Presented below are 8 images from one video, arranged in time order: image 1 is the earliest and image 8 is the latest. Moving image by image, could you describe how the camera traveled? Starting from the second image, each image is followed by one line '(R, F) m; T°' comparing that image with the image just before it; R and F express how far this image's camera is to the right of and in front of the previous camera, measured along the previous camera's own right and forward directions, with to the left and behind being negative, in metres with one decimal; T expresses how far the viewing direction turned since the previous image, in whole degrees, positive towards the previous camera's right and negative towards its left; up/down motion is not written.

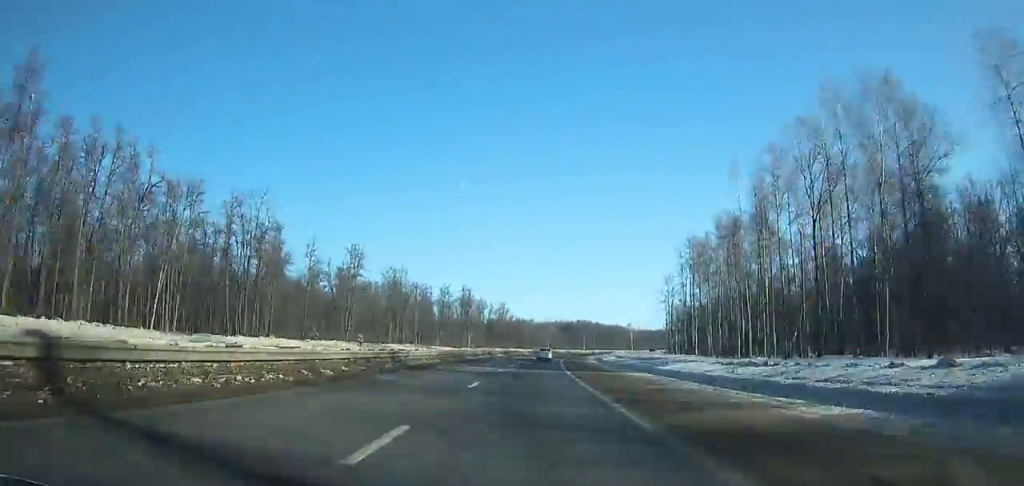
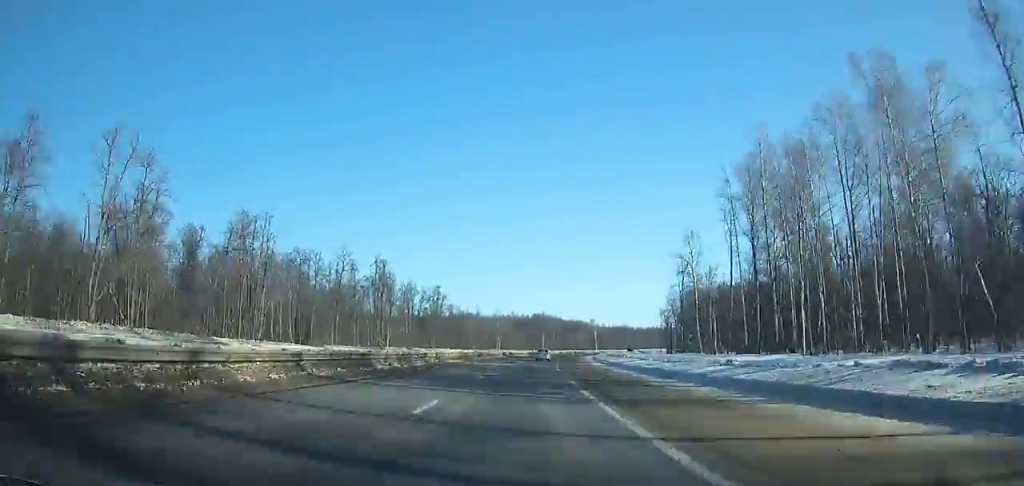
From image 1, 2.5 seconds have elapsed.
(+2.4, +67.1) m; +4°
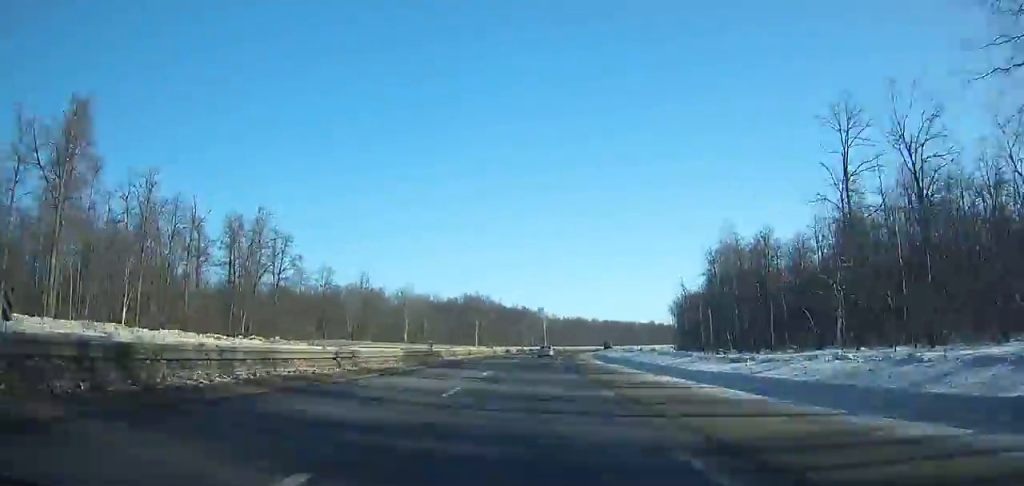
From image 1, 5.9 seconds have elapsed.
(+4.6, +91.0) m; +6°
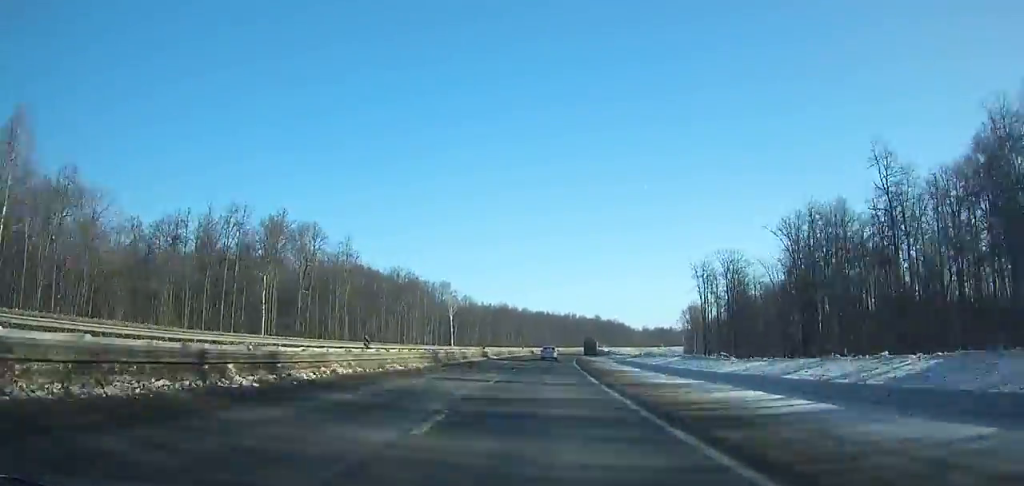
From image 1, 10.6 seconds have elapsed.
(+9.3, +124.2) m; +9°
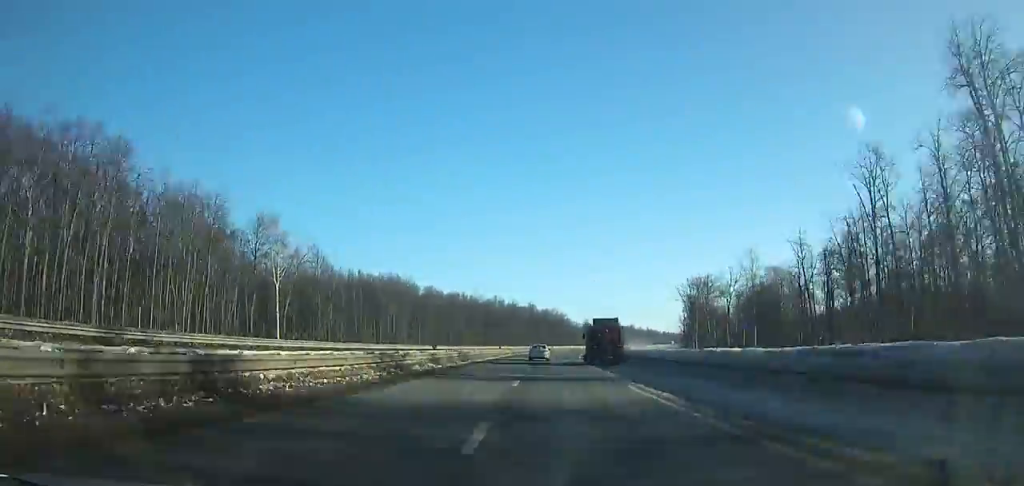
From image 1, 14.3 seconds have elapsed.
(+6.3, +96.1) m; +8°
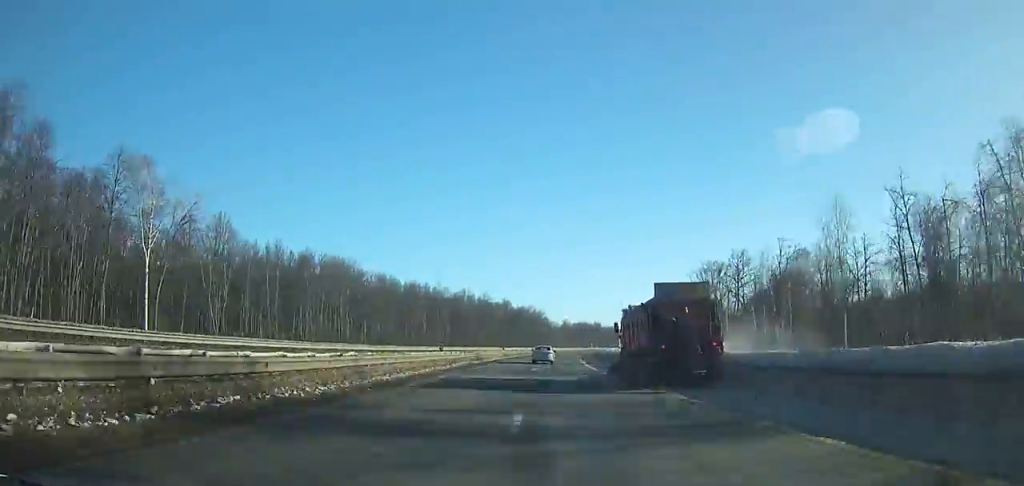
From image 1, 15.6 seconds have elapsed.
(-0.3, +33.7) m; +3°
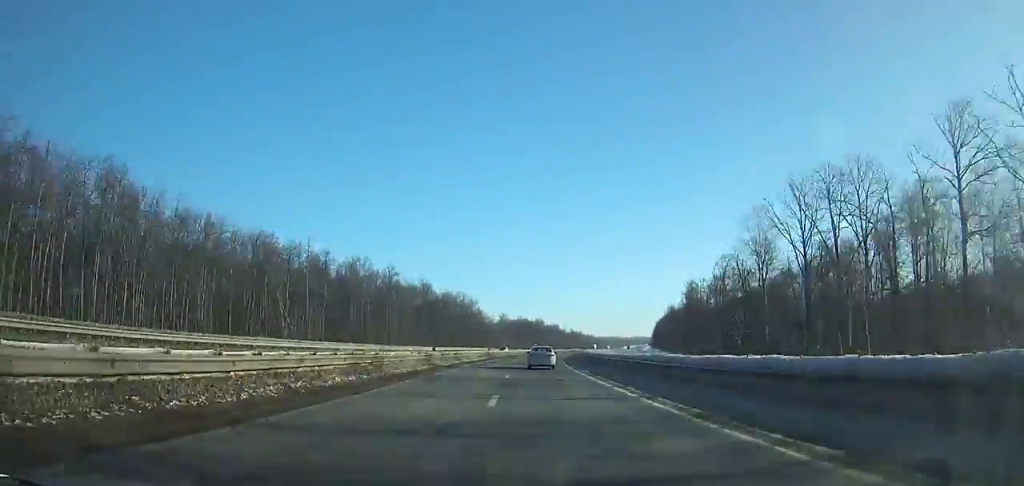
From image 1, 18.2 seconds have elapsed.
(+3.9, +65.9) m; +5°
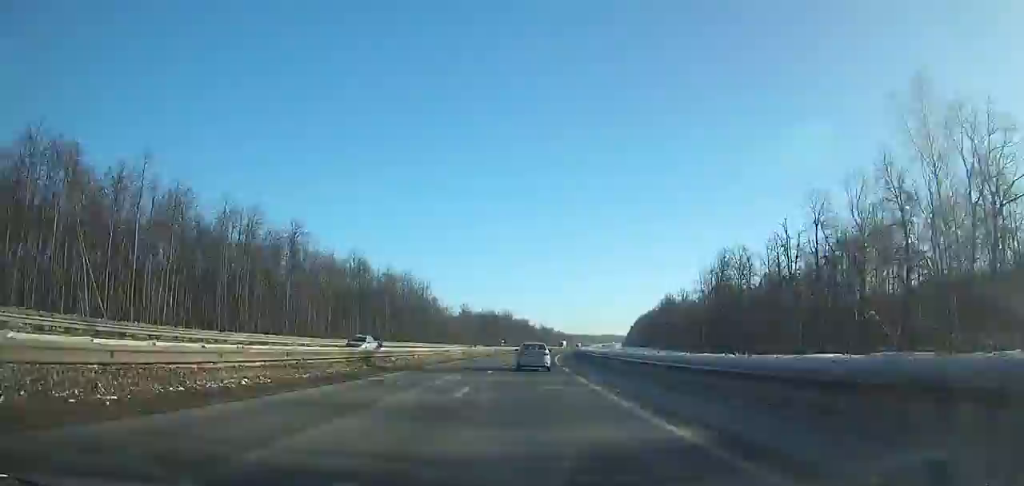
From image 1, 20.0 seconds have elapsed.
(+1.9, +44.7) m; +3°
